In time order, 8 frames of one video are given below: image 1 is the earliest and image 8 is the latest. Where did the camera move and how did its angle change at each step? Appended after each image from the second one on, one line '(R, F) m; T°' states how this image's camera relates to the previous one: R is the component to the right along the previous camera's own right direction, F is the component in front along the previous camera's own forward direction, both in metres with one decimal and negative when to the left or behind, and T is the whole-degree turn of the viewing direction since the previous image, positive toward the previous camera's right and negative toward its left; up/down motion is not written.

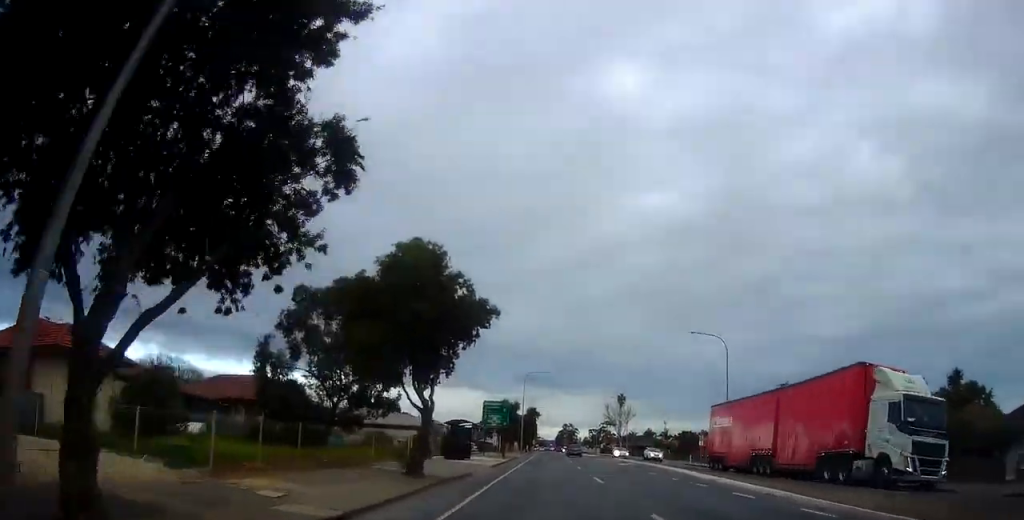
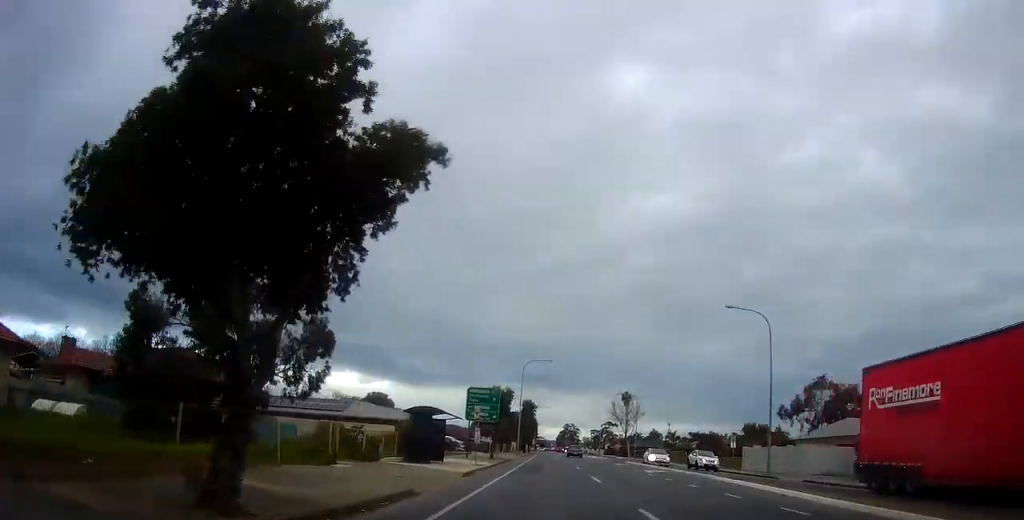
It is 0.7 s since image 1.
(-0.3, +11.1) m; -1°
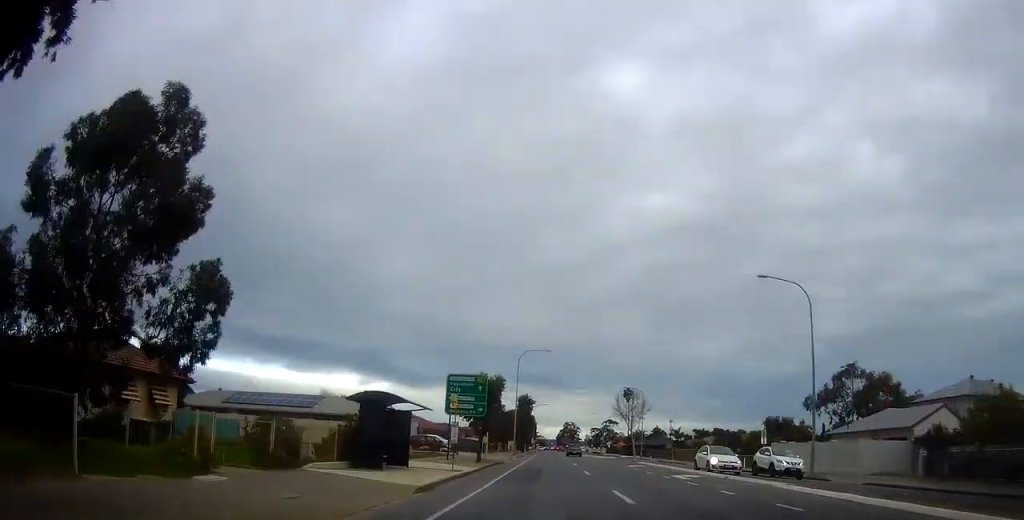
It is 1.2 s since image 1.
(-0.1, +7.9) m; +2°
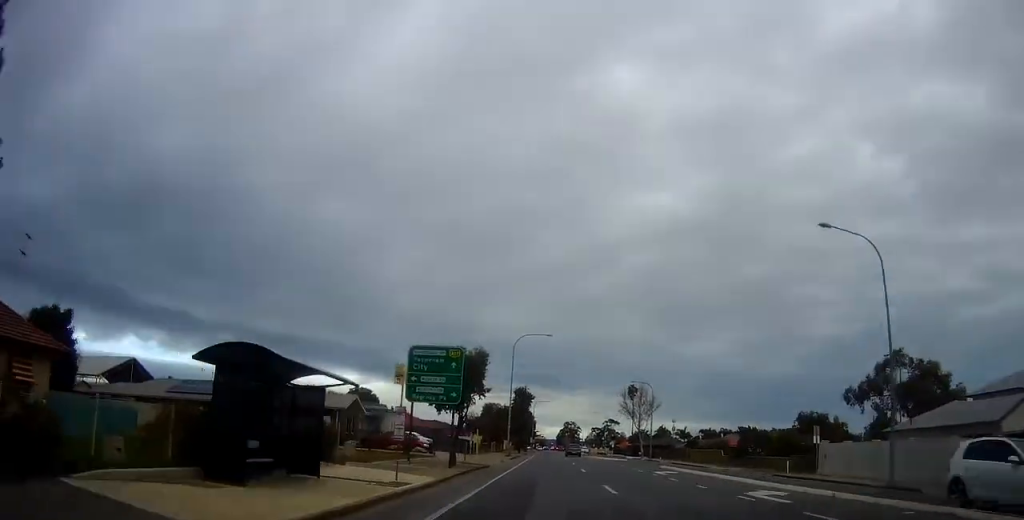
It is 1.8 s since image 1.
(+0.3, +9.5) m; +1°
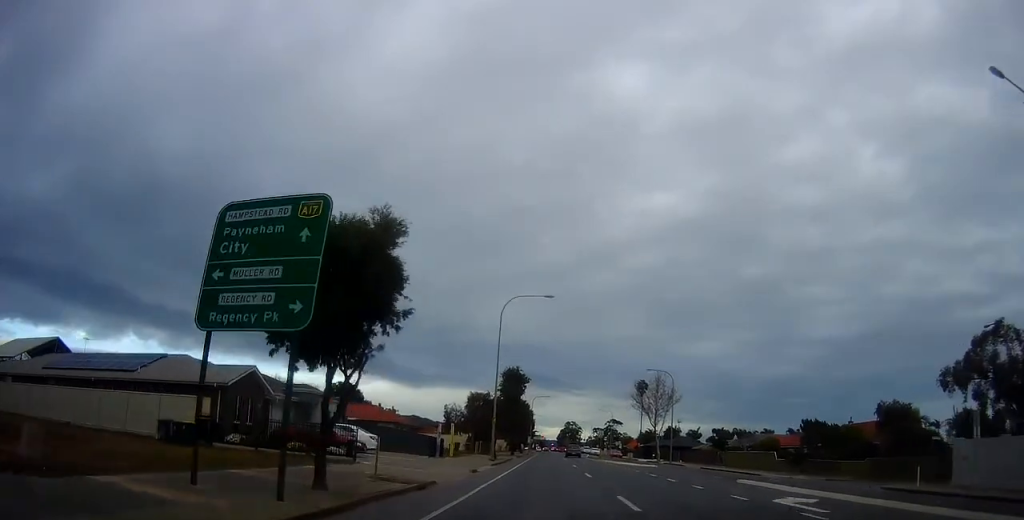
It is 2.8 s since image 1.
(+0.4, +15.8) m; +1°
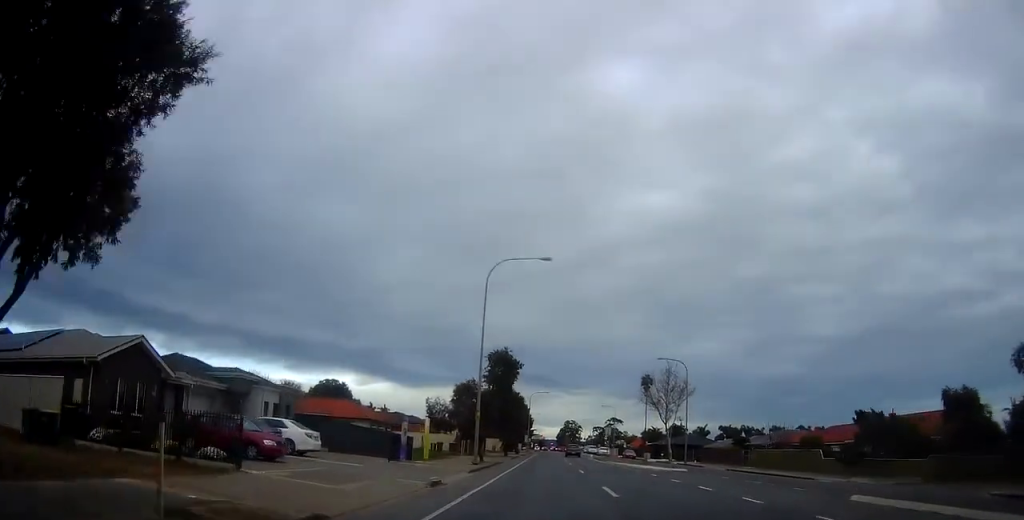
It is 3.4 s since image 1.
(-0.3, +8.9) m; 0°
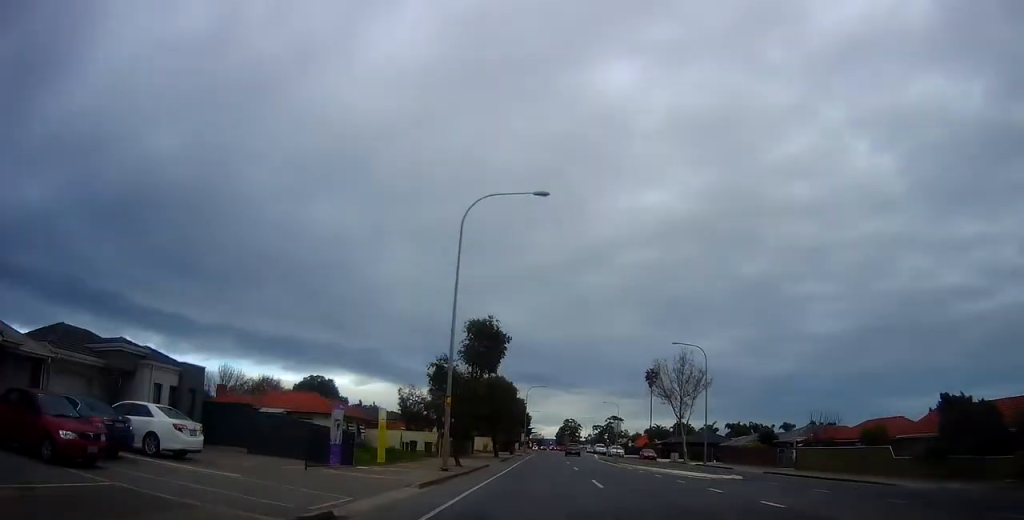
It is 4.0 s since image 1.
(+0.2, +9.5) m; -1°
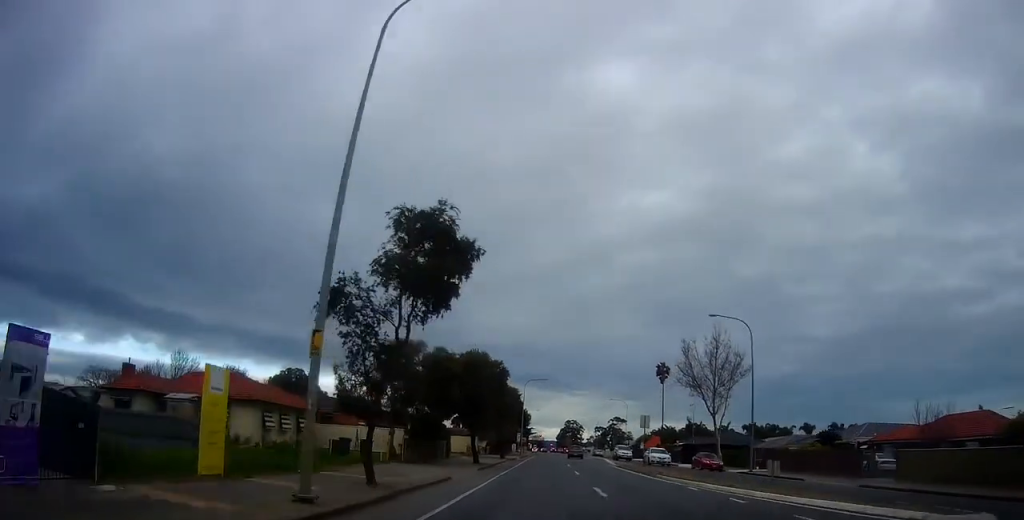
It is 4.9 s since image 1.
(-0.2, +14.3) m; -1°
